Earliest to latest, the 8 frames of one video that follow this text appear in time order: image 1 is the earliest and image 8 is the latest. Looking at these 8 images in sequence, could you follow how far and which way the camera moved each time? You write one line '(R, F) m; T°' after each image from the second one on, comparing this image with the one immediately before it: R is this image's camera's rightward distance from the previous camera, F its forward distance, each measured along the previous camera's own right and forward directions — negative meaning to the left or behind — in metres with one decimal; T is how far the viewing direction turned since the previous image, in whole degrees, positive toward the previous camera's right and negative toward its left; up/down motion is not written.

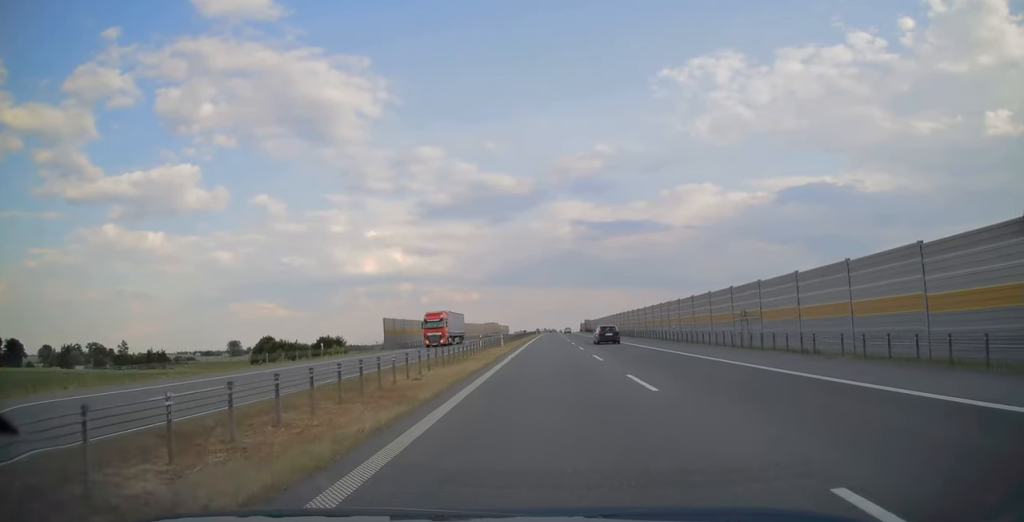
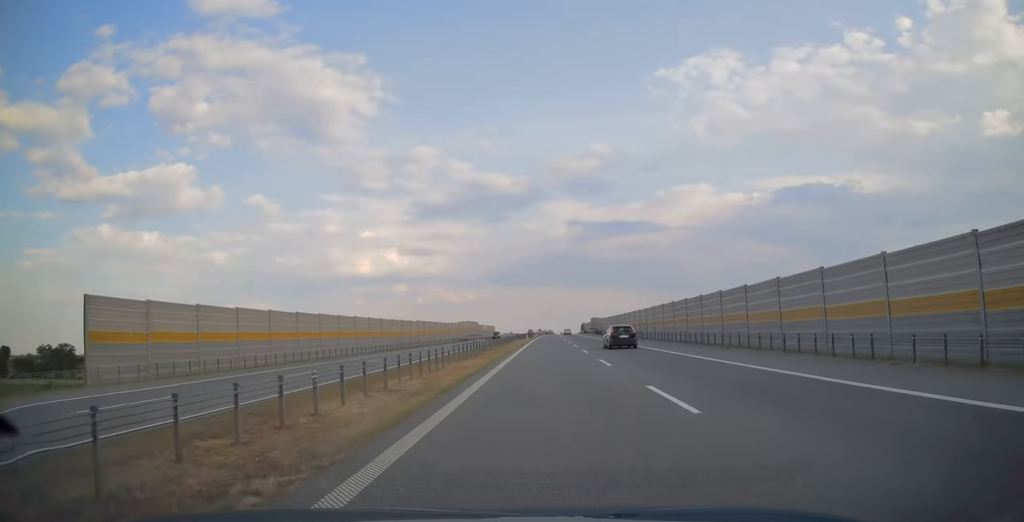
(0.0, +51.1) m; 0°
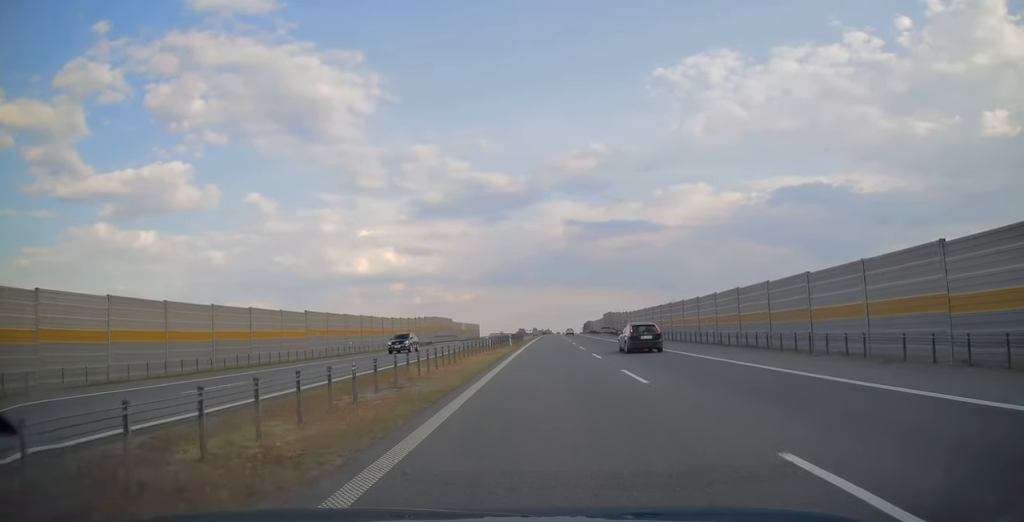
(+0.1, +43.2) m; 0°
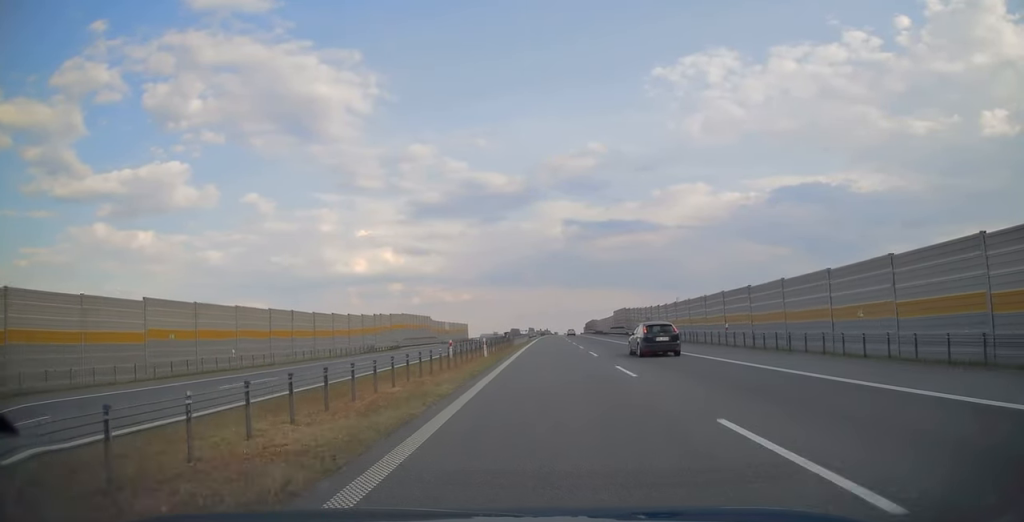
(+0.1, +21.9) m; 0°
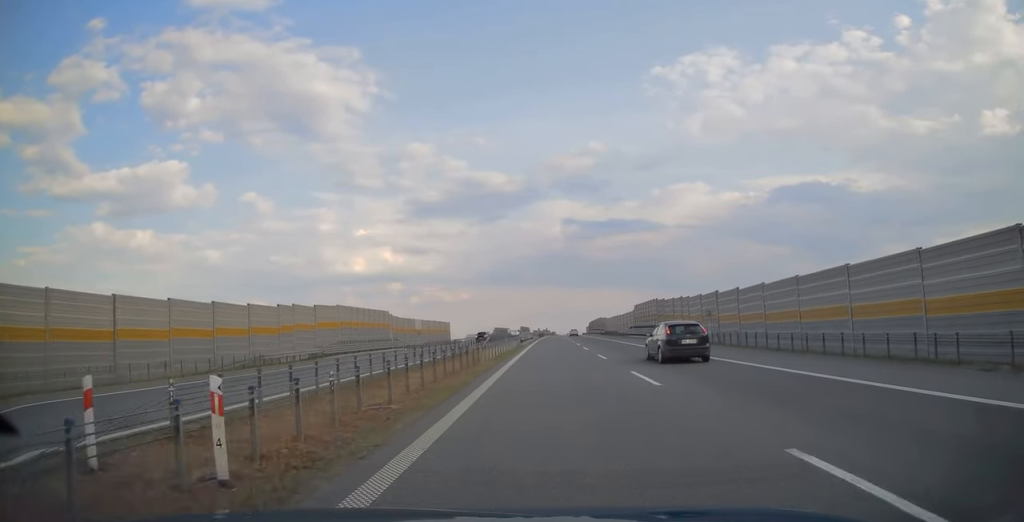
(+0.1, +26.5) m; 0°
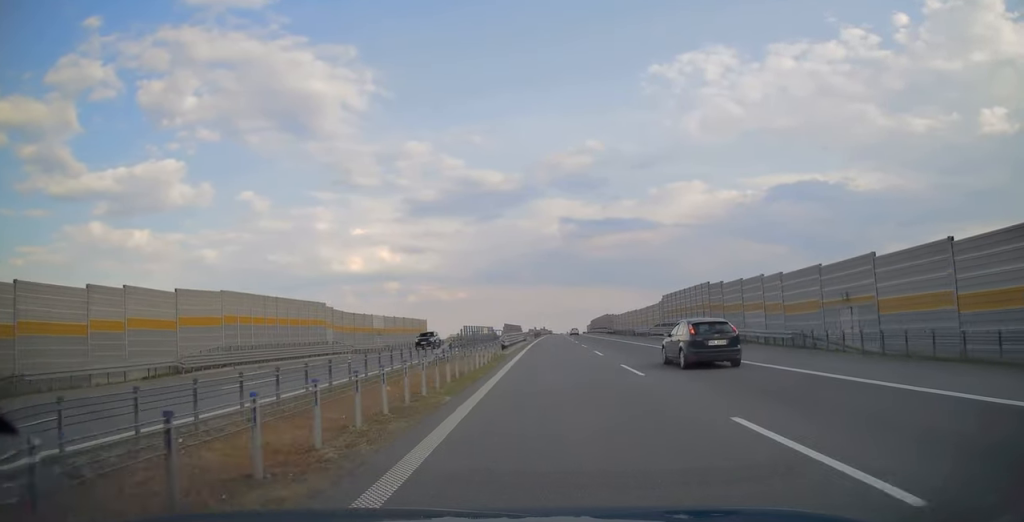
(-0.1, +21.4) m; 0°
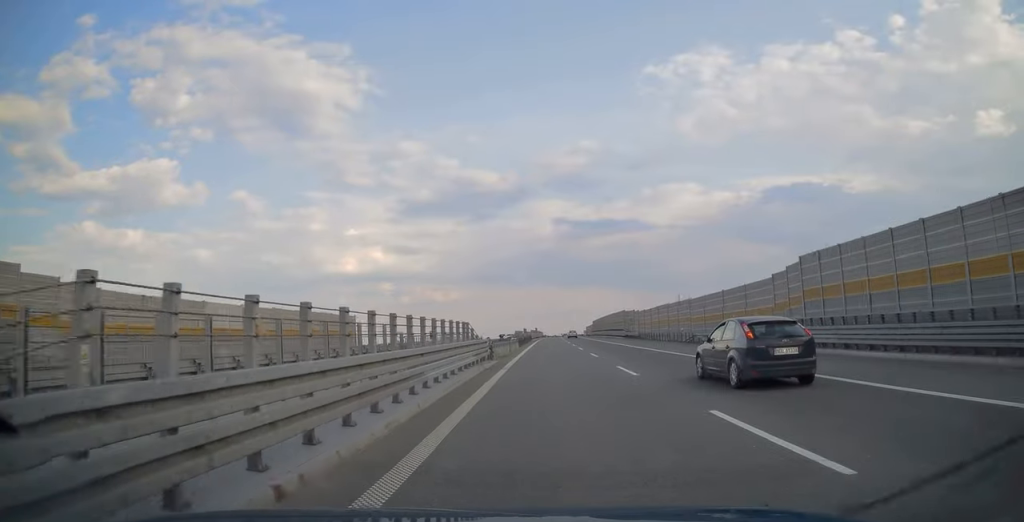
(+0.1, +34.9) m; 0°
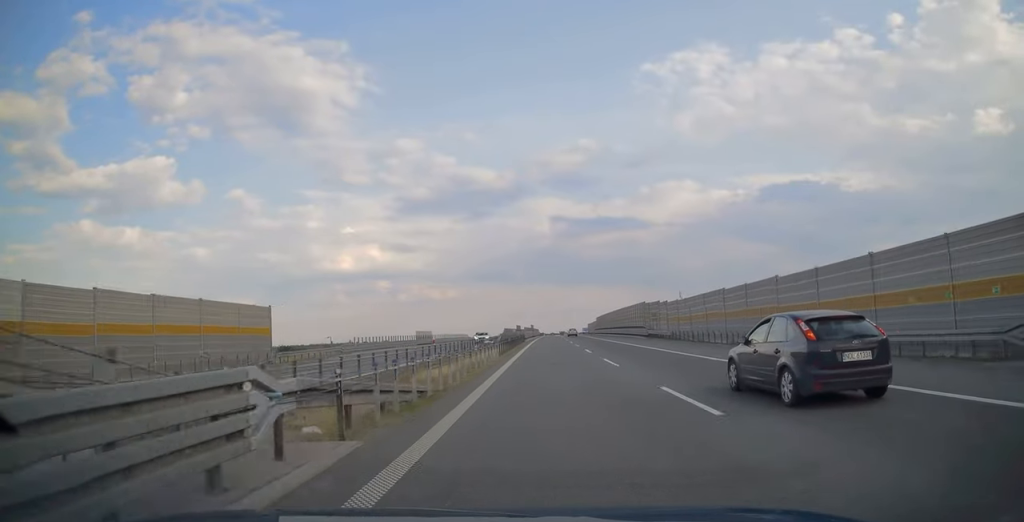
(+0.1, +20.3) m; 0°
